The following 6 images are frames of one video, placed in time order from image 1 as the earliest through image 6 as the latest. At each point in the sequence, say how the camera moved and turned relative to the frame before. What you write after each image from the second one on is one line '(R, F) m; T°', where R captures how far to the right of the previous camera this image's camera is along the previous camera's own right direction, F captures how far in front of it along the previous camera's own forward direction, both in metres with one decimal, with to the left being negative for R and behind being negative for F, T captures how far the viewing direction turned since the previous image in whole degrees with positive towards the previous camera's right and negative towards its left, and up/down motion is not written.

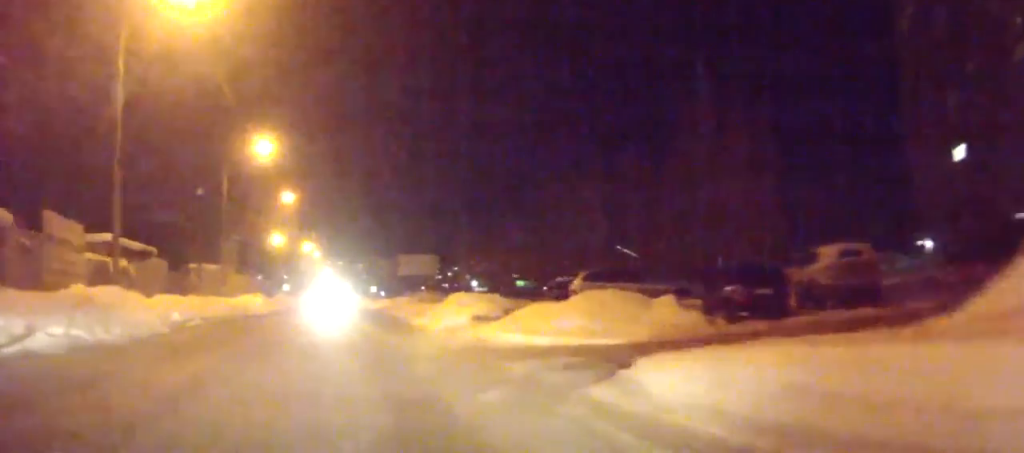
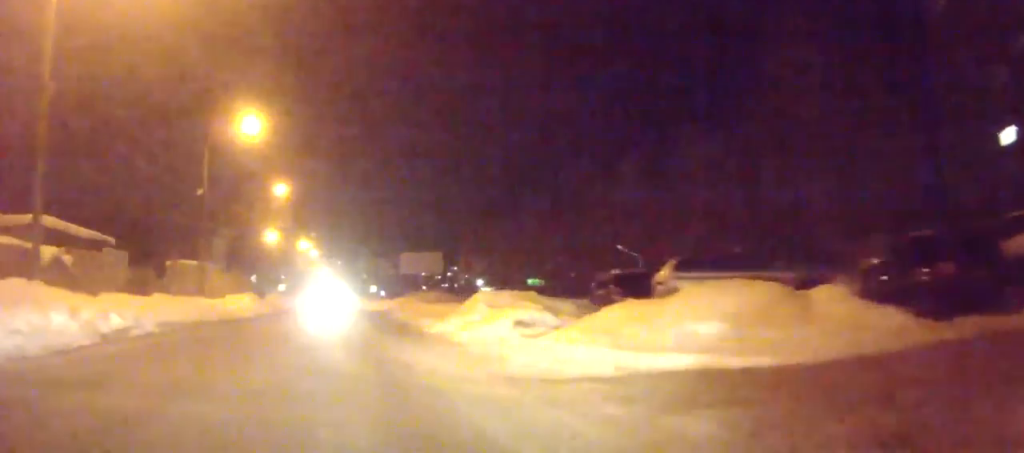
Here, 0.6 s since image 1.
(0.0, +7.9) m; +1°
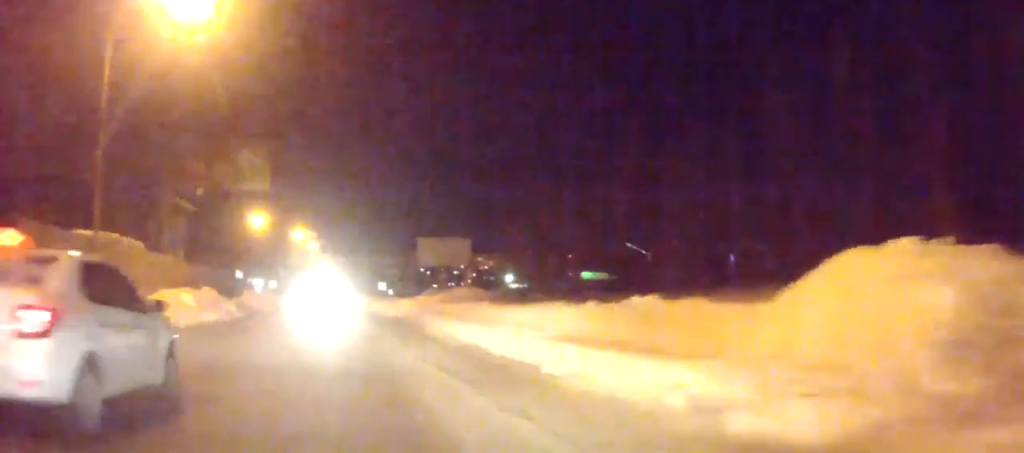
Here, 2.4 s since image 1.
(+0.5, +23.6) m; -1°
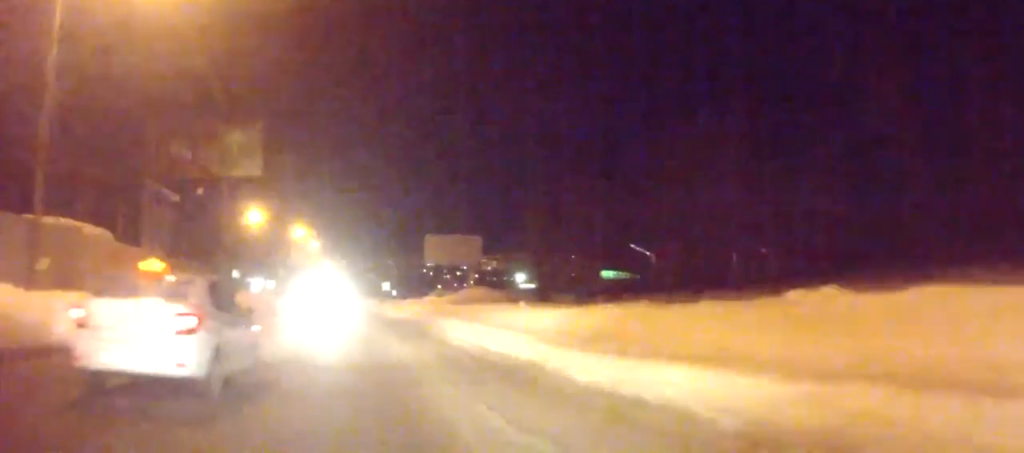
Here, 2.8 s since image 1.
(-0.2, +6.5) m; -1°
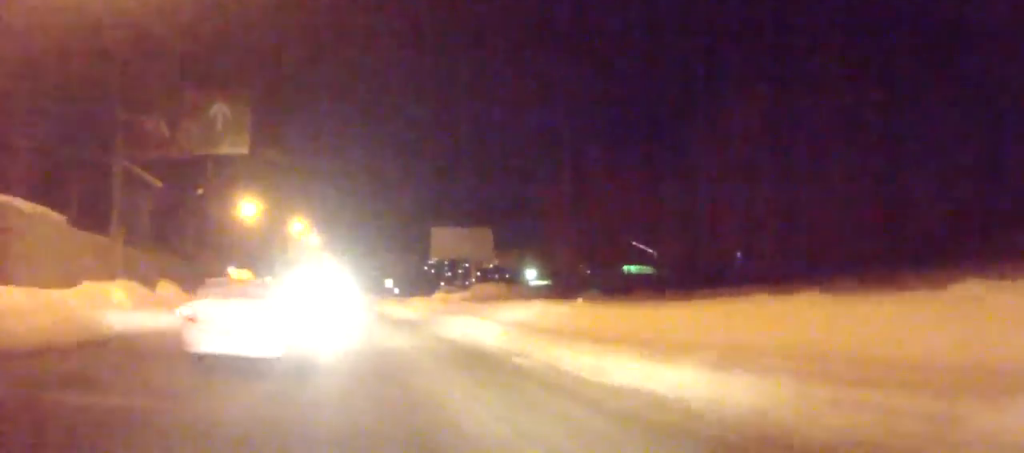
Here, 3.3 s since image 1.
(-0.2, +6.5) m; -1°
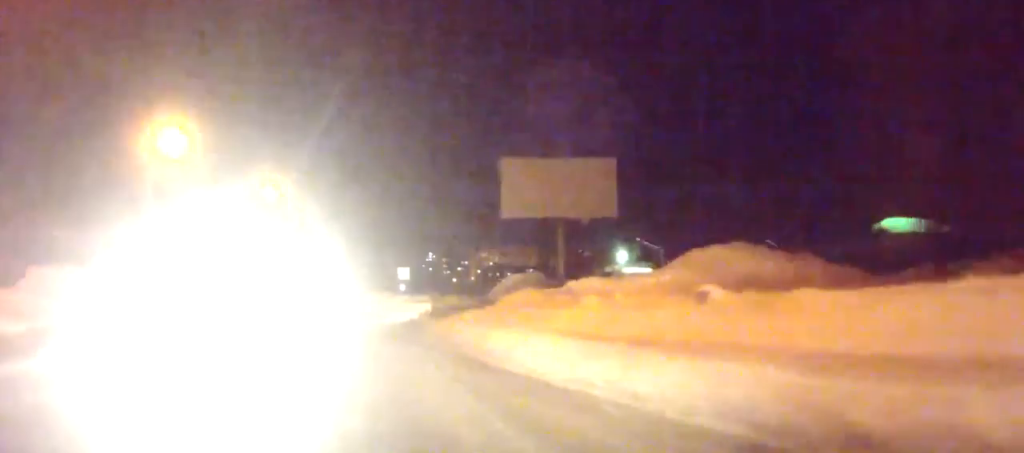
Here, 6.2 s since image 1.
(+1.2, +38.6) m; +4°
